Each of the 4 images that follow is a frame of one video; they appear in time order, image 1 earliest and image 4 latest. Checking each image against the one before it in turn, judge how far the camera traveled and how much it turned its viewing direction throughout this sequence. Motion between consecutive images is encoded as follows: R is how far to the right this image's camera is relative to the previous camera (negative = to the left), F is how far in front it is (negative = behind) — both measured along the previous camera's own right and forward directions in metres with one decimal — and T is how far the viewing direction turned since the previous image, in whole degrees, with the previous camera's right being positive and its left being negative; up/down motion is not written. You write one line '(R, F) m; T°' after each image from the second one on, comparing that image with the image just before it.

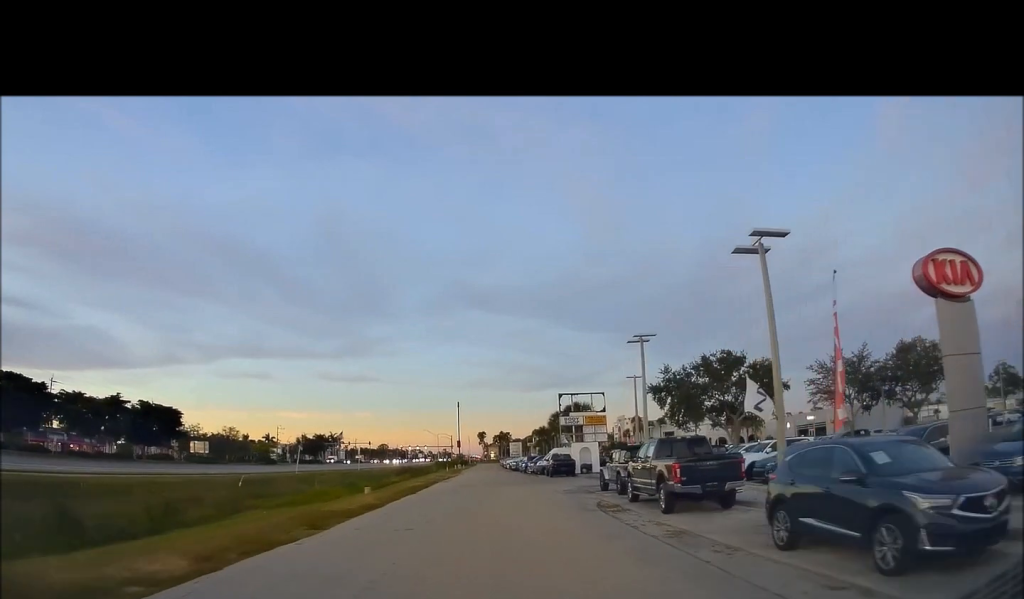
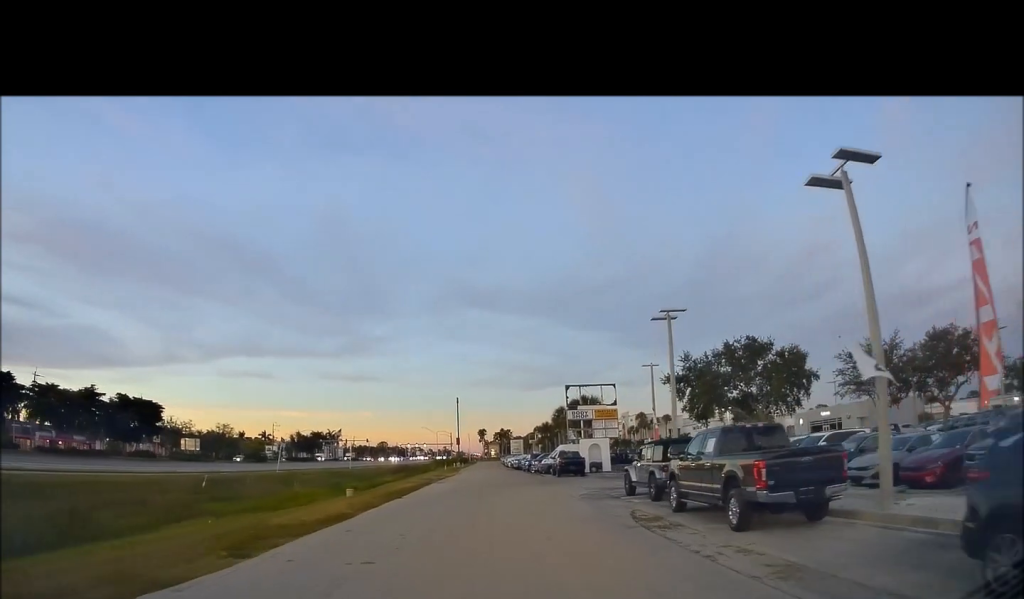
(-0.2, +4.8) m; 0°
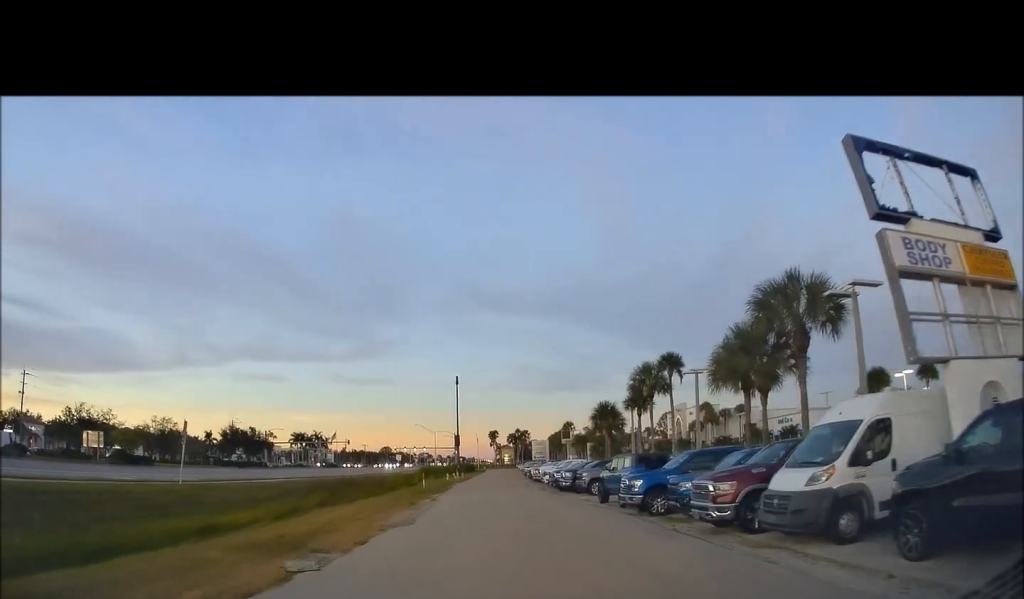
(+0.9, +40.9) m; 0°
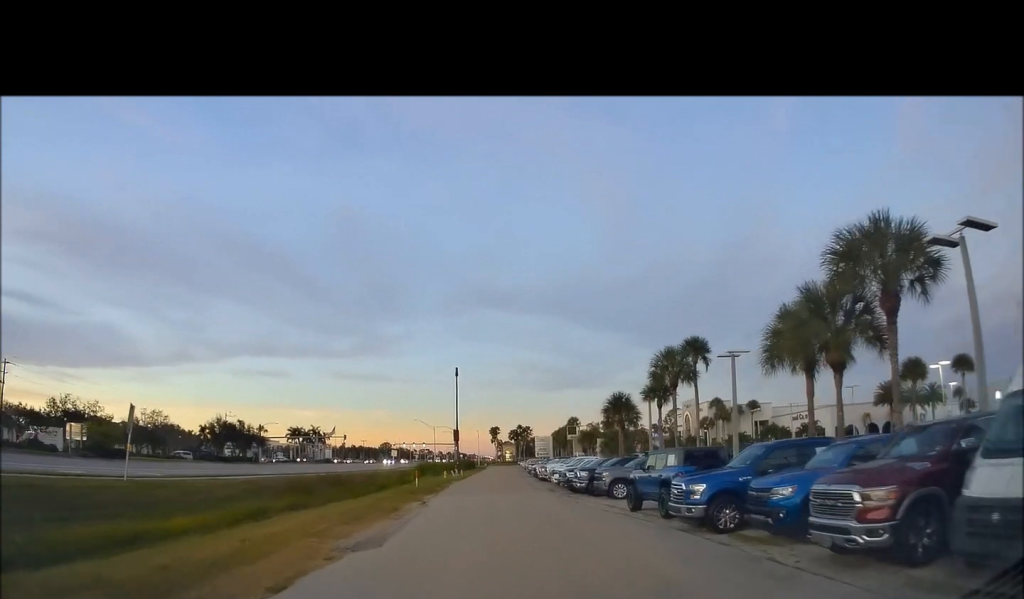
(+0.1, +5.1) m; +1°
